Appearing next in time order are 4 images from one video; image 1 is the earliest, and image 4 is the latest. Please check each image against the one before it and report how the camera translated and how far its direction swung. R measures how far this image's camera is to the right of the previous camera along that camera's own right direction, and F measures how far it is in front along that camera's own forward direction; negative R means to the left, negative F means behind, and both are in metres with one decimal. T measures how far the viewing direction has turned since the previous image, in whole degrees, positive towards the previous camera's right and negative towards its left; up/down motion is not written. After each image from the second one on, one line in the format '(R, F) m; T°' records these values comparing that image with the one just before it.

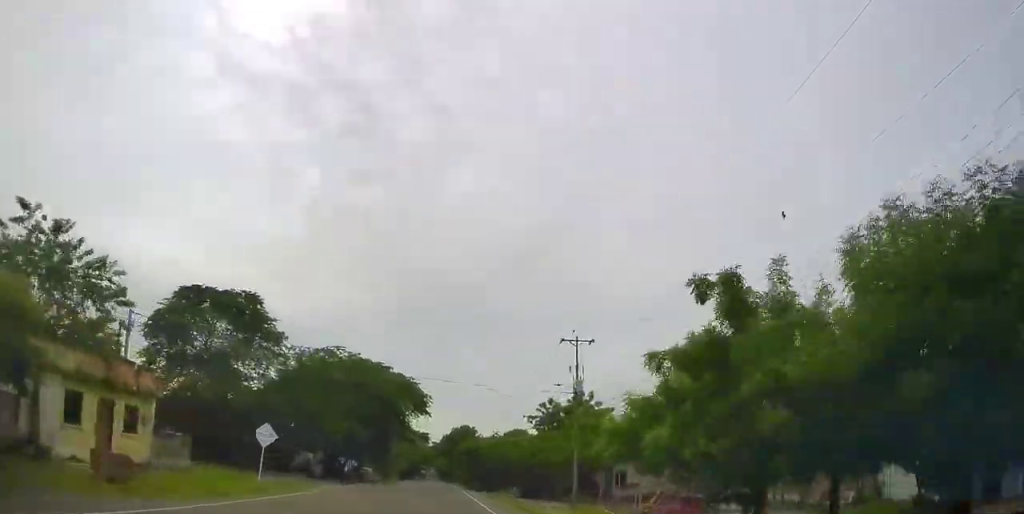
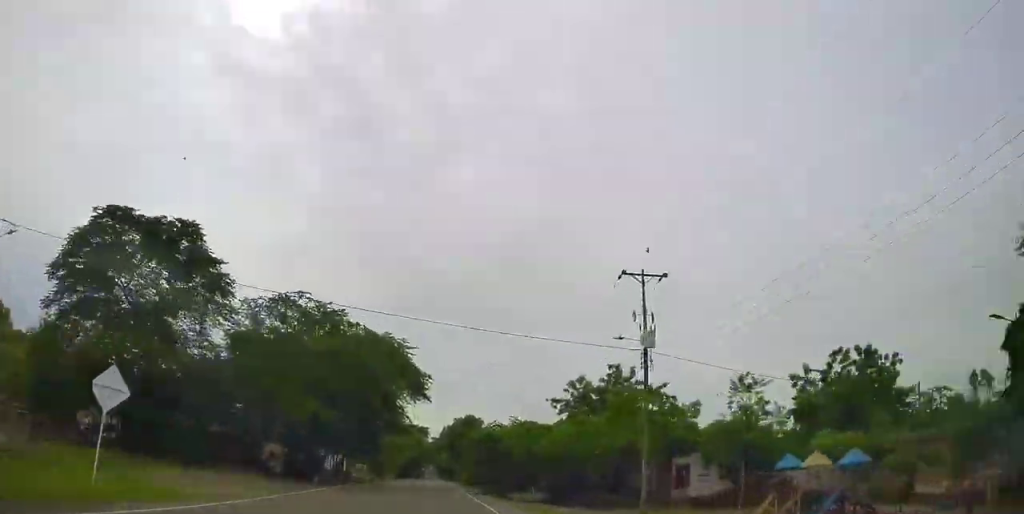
(-0.1, +12.4) m; -1°
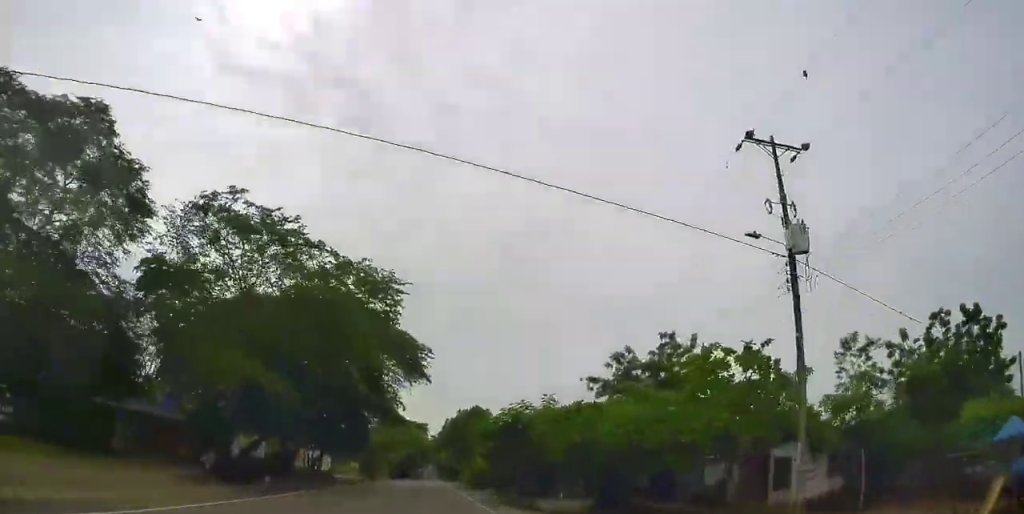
(0.0, +11.6) m; -1°
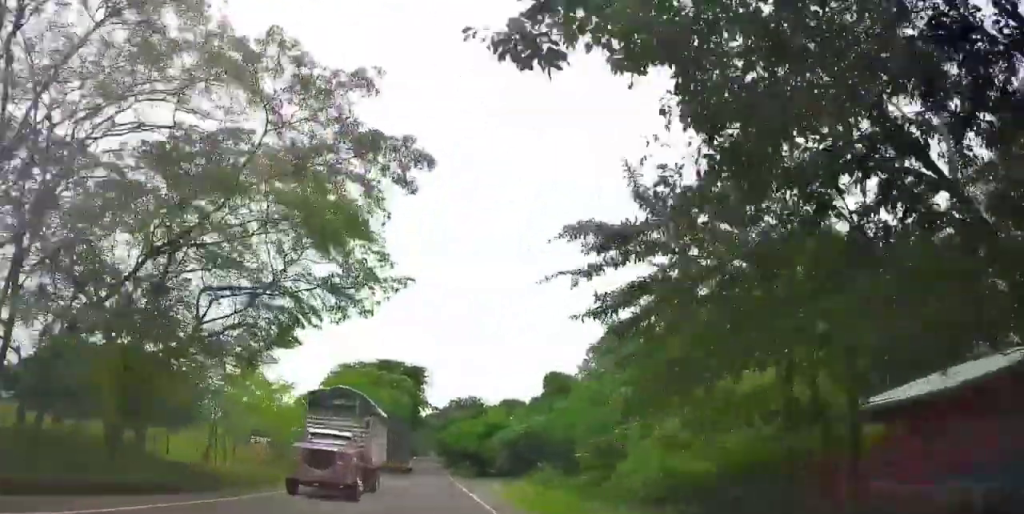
(+2.8, +61.6) m; +4°
